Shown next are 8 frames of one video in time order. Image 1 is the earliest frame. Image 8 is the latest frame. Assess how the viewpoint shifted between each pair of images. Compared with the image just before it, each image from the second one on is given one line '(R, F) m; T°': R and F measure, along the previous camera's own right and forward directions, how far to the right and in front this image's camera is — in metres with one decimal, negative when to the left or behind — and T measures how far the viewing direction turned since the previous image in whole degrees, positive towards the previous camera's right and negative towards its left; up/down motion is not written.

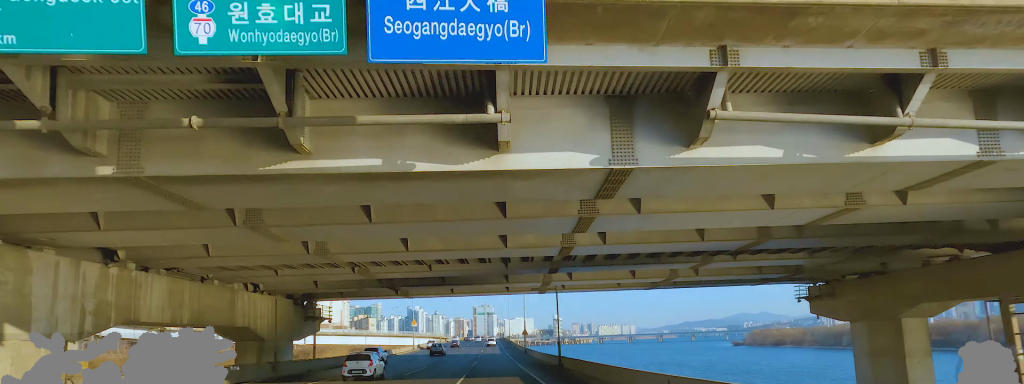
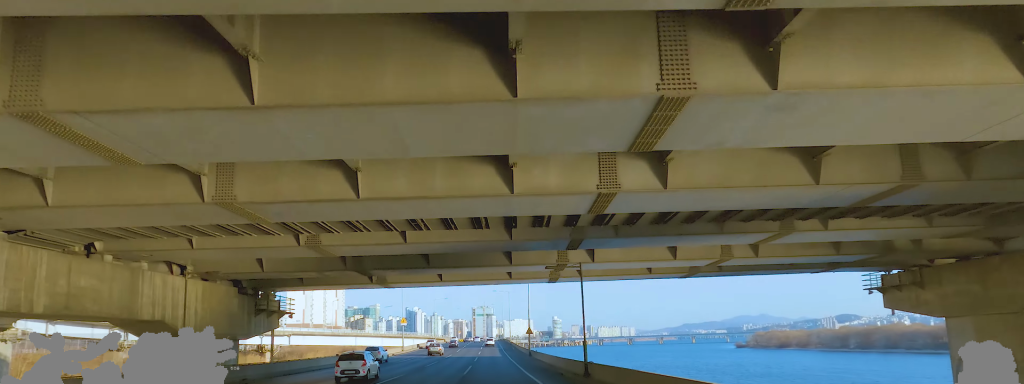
(0.0, +9.9) m; 0°
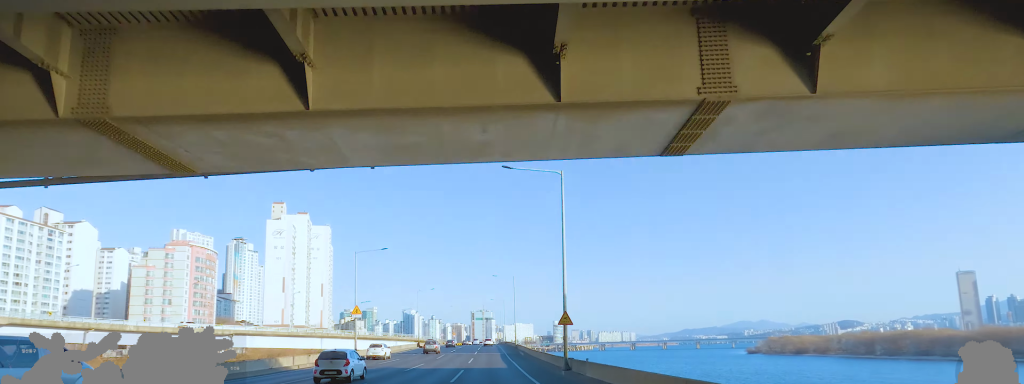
(+0.4, +28.0) m; +1°
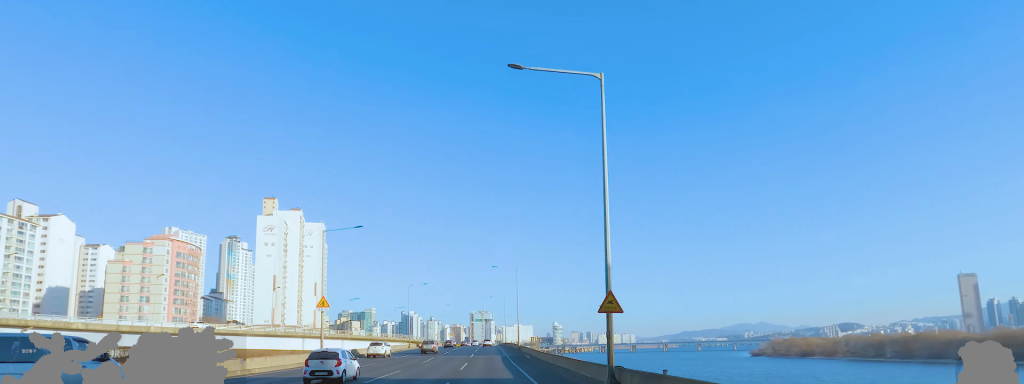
(+0.2, +10.5) m; 0°
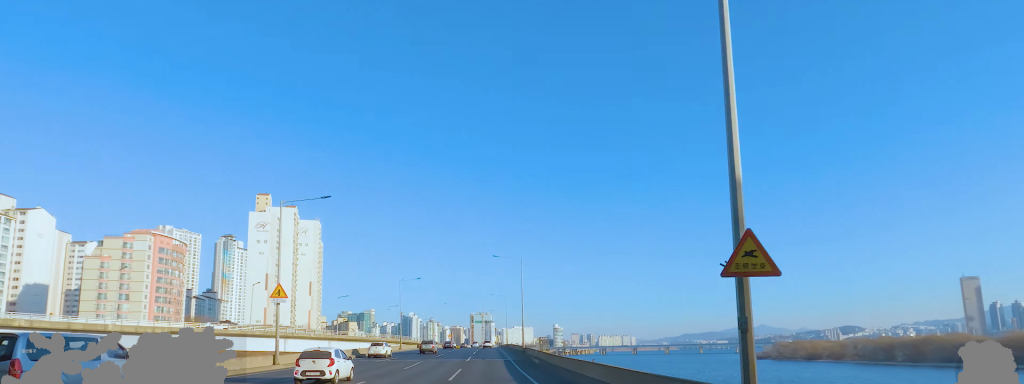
(-0.2, +9.1) m; -1°
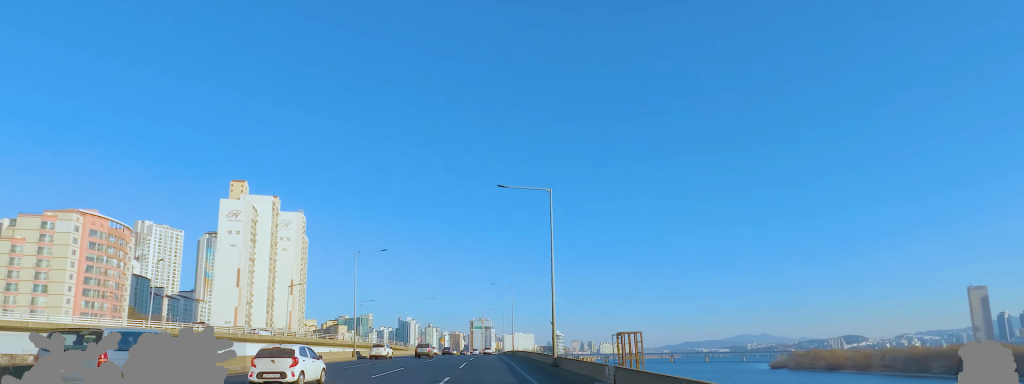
(-0.3, +27.9) m; +1°
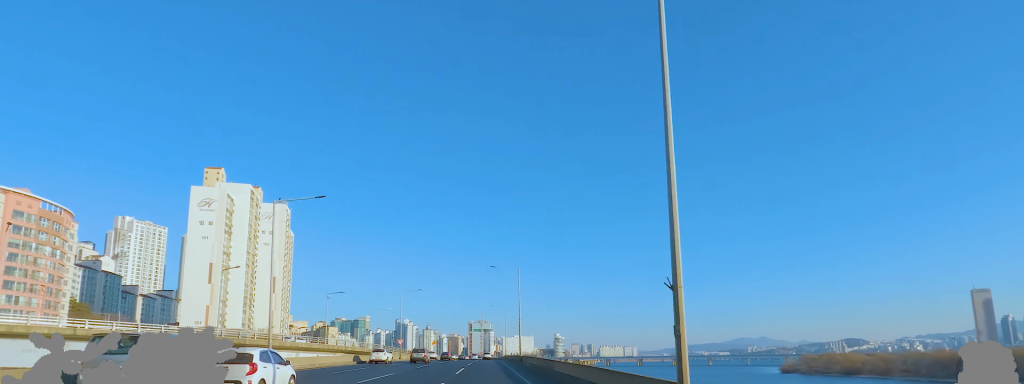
(+0.4, +20.7) m; 0°
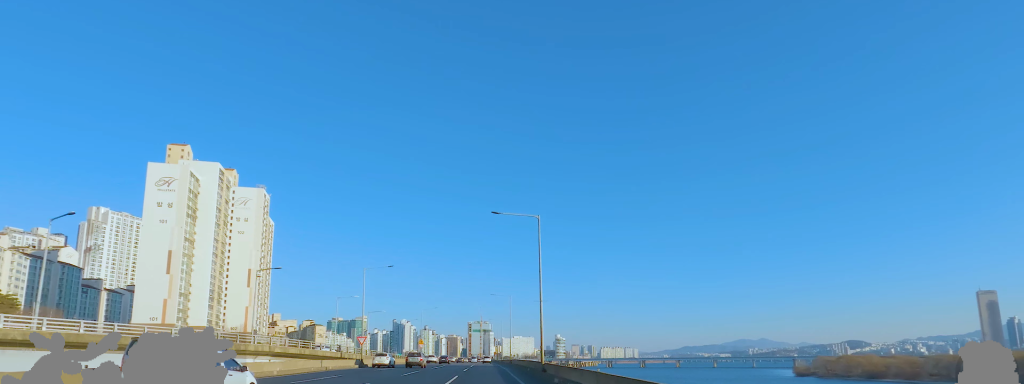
(-0.5, +25.7) m; -2°
